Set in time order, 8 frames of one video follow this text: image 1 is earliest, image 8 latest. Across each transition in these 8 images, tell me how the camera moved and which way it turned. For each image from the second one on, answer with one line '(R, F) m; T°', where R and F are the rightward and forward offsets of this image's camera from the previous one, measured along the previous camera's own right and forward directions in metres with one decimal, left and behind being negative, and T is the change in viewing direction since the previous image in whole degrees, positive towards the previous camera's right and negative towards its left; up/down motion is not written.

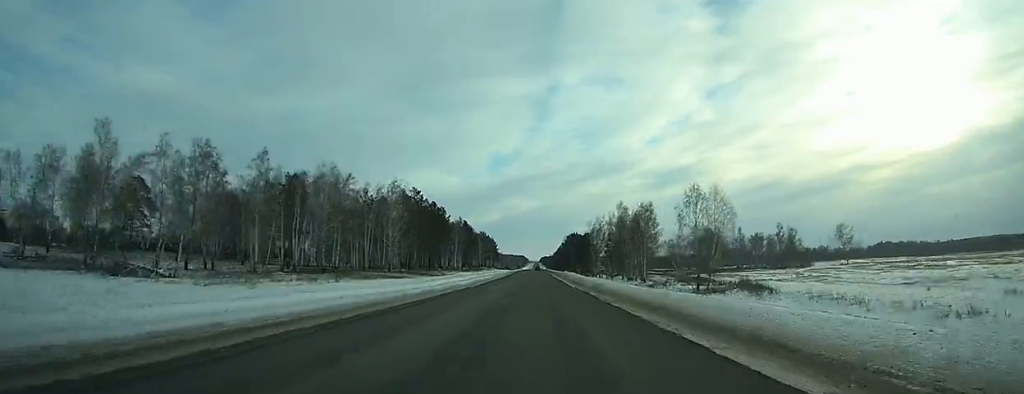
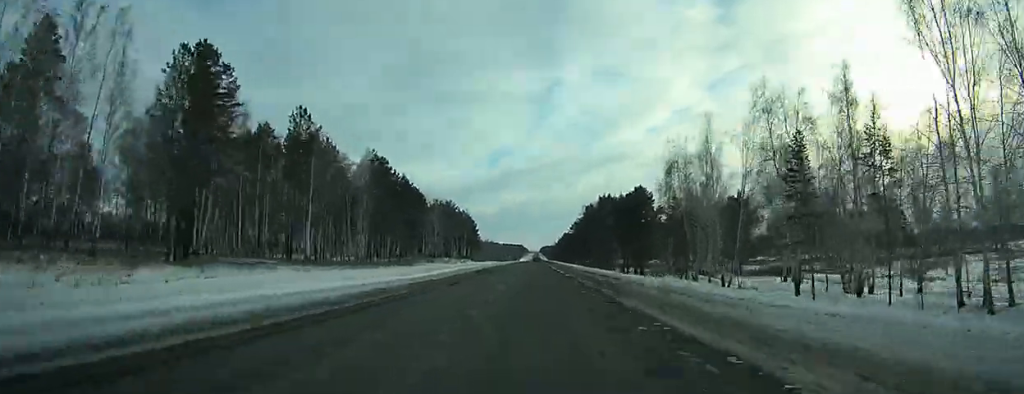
(-0.3, +121.4) m; 0°
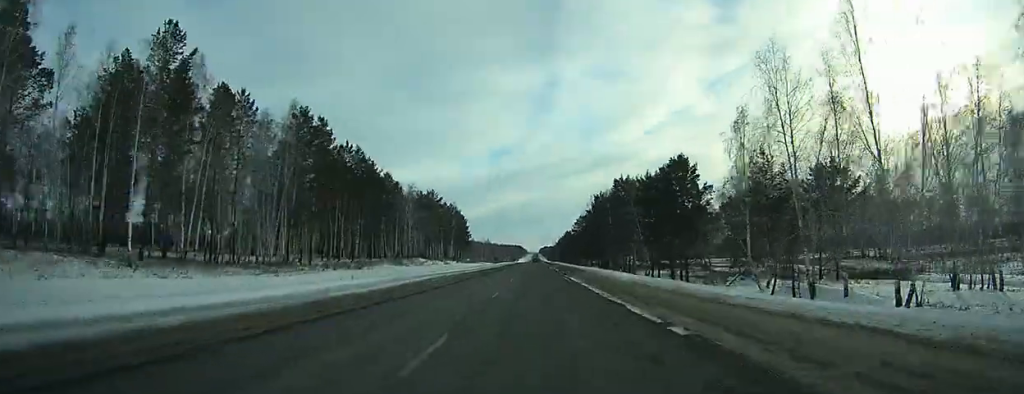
(+0.1, +31.2) m; 0°
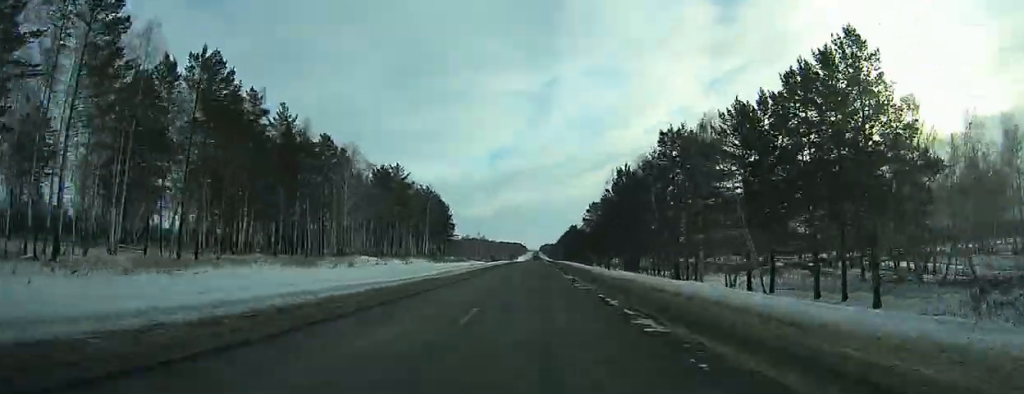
(+0.2, +42.2) m; 0°
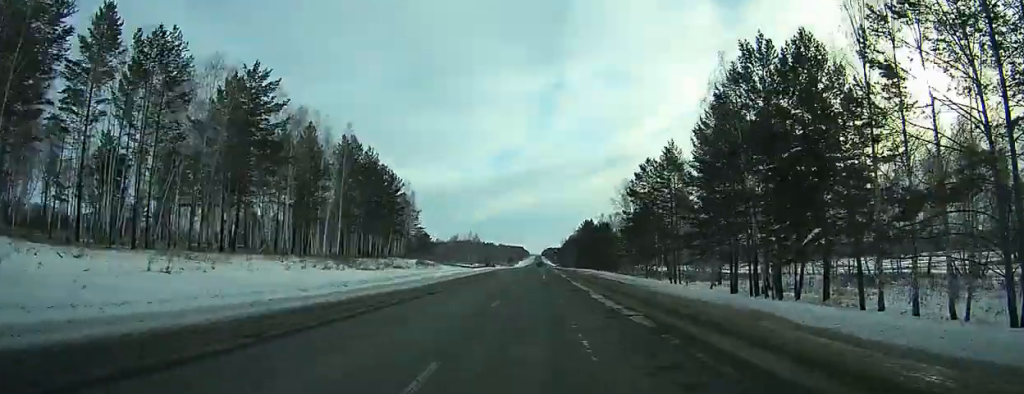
(-0.3, +64.0) m; -1°
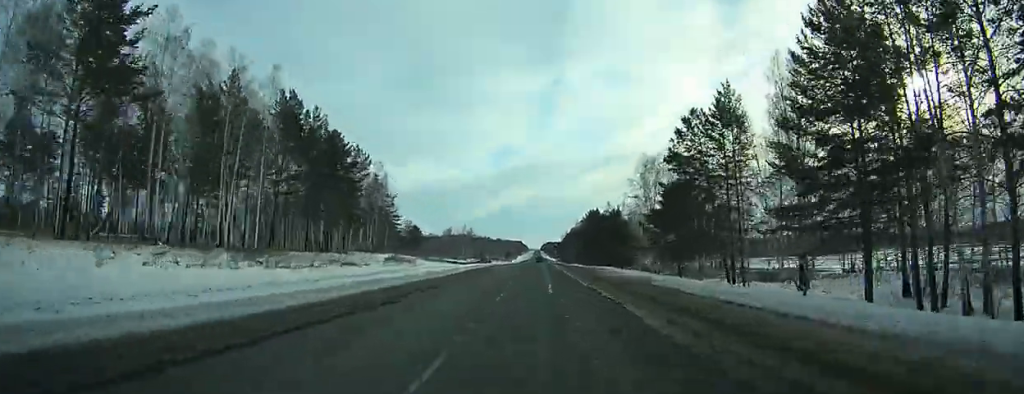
(-0.1, +23.1) m; -1°
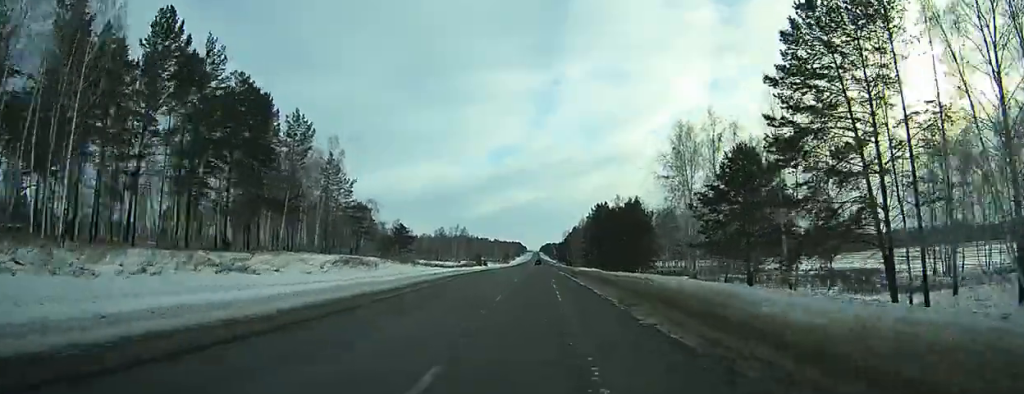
(0.0, +25.3) m; 0°
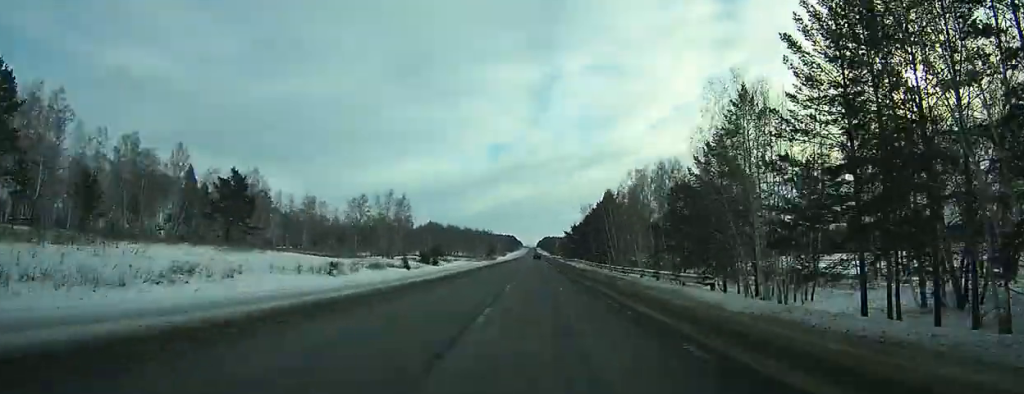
(+5.0, +139.6) m; +3°
